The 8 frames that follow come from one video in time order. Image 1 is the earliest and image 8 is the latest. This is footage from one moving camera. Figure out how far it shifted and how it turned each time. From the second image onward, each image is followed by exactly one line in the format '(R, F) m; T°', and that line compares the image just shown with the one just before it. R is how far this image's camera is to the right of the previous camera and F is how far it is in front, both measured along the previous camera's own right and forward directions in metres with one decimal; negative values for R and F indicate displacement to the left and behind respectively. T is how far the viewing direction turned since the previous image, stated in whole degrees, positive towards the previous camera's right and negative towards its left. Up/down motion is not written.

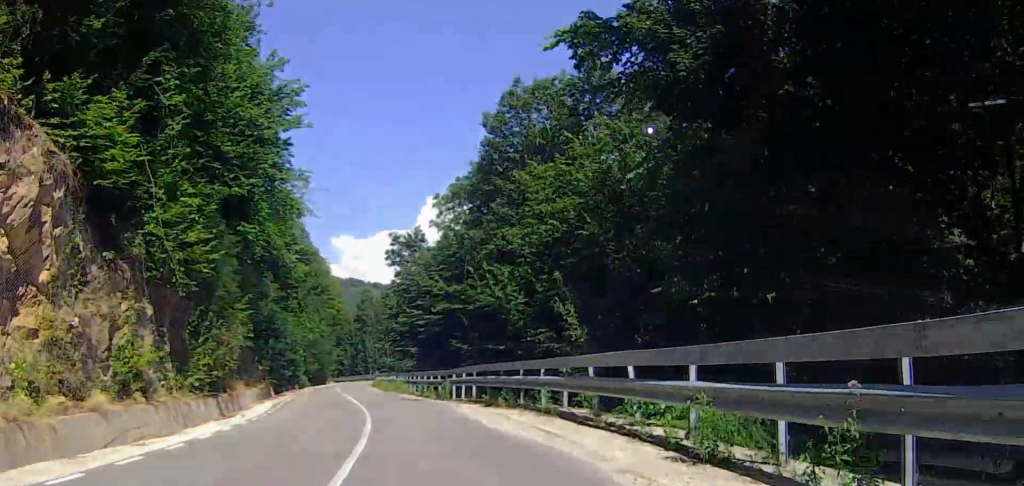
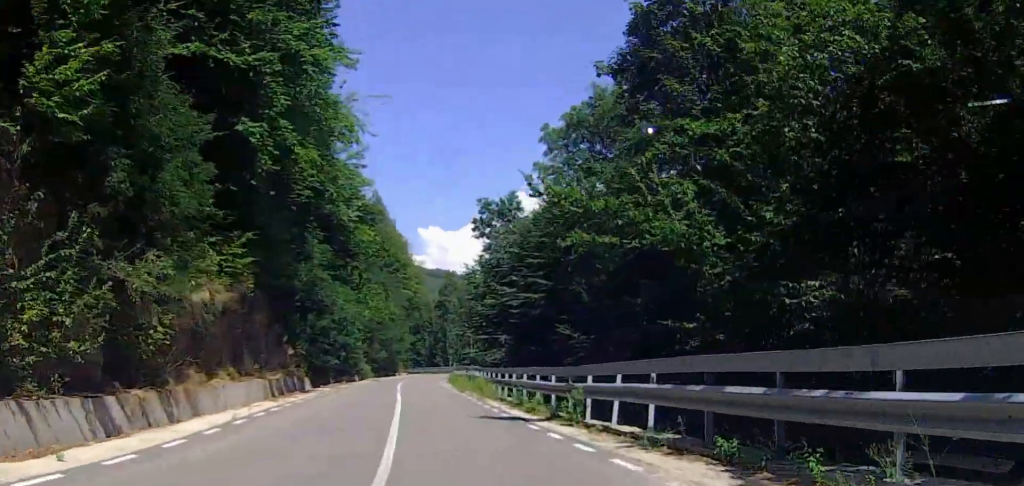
(-0.6, +13.7) m; -3°
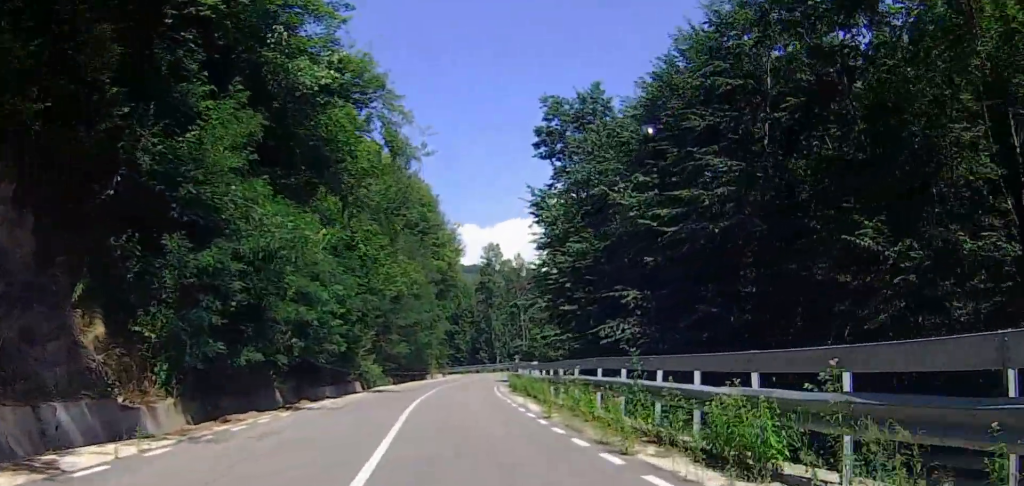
(0.0, +25.4) m; -3°
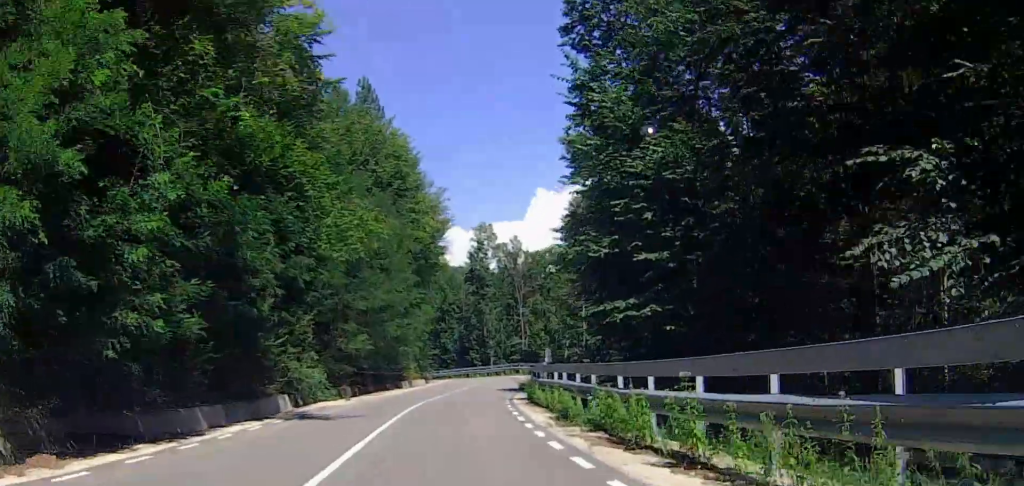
(-0.8, +16.1) m; -3°
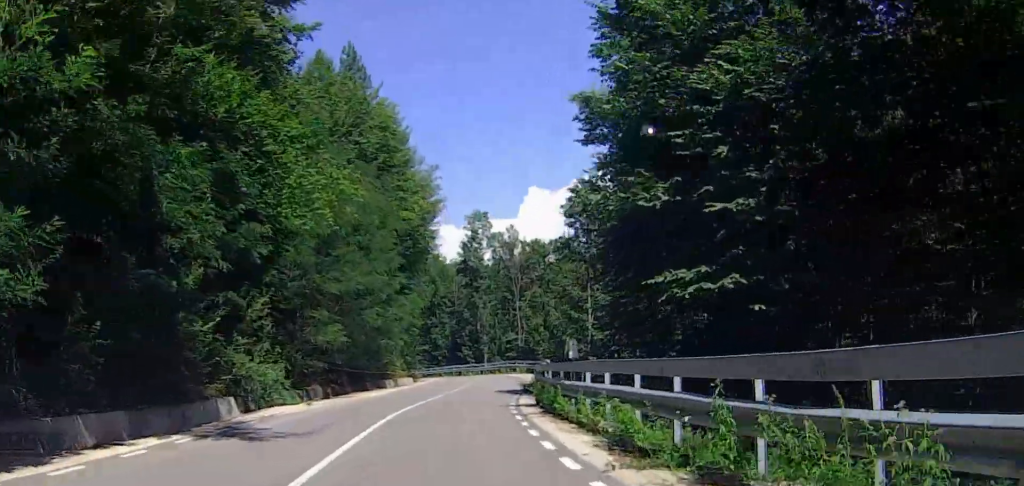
(-0.5, +6.0) m; 0°
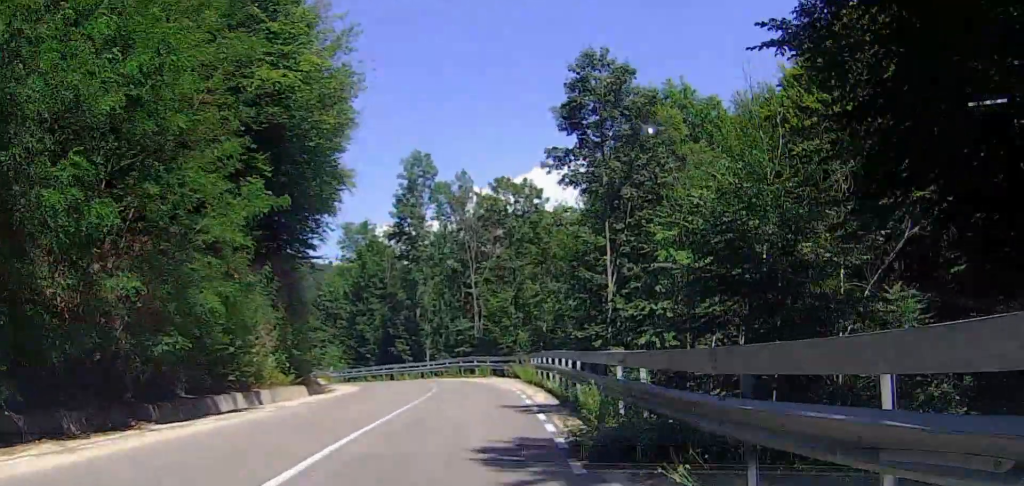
(+2.0, +23.3) m; +5°
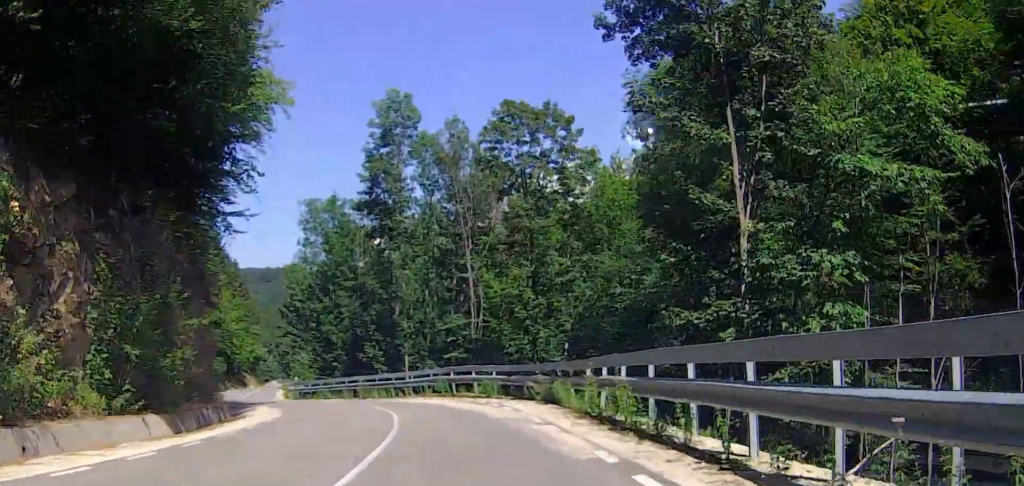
(0.0, +15.9) m; 0°
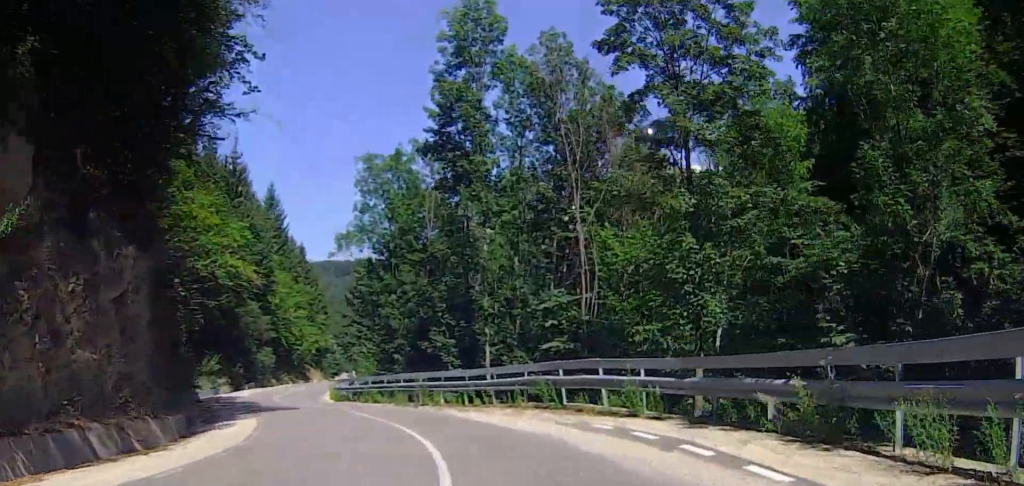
(0.0, +12.3) m; -4°
